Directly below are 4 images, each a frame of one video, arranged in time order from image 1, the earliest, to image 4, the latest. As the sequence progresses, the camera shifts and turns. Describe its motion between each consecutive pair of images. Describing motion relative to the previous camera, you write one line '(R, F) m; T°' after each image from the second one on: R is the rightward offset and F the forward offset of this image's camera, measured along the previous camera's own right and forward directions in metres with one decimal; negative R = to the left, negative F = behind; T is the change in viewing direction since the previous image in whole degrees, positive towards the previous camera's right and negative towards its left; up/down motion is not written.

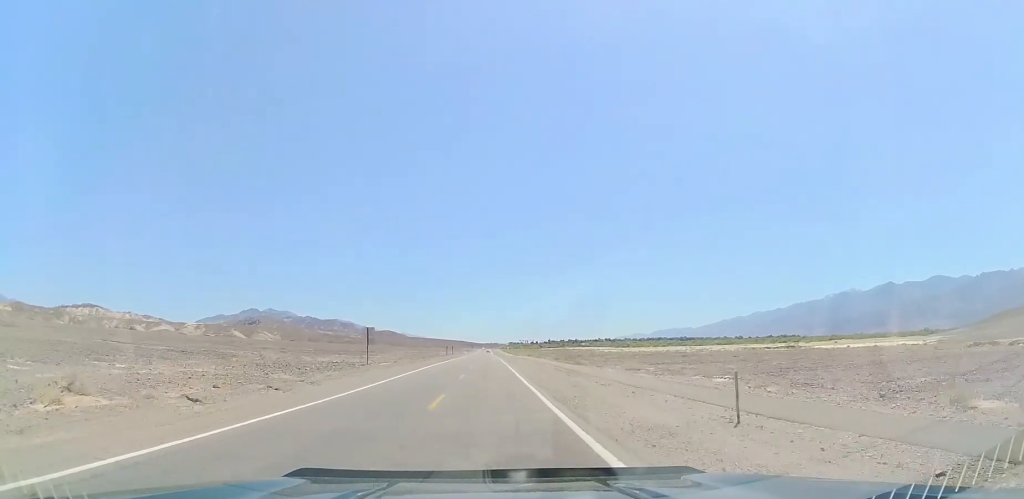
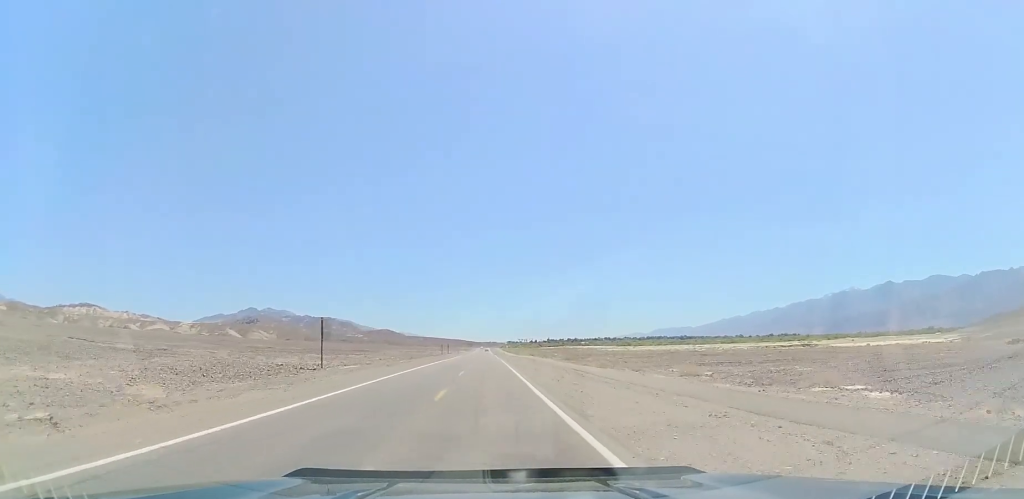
(0.0, +13.0) m; 0°
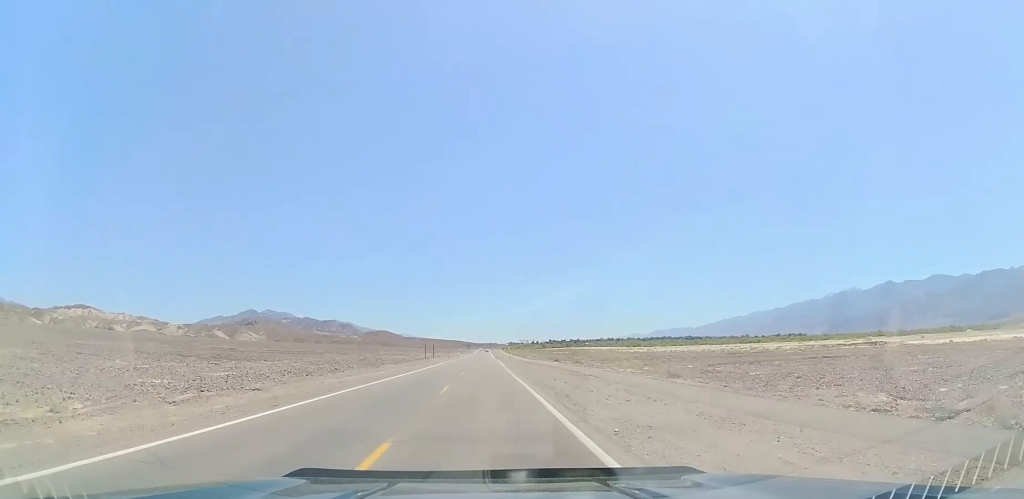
(-0.3, +41.6) m; -1°
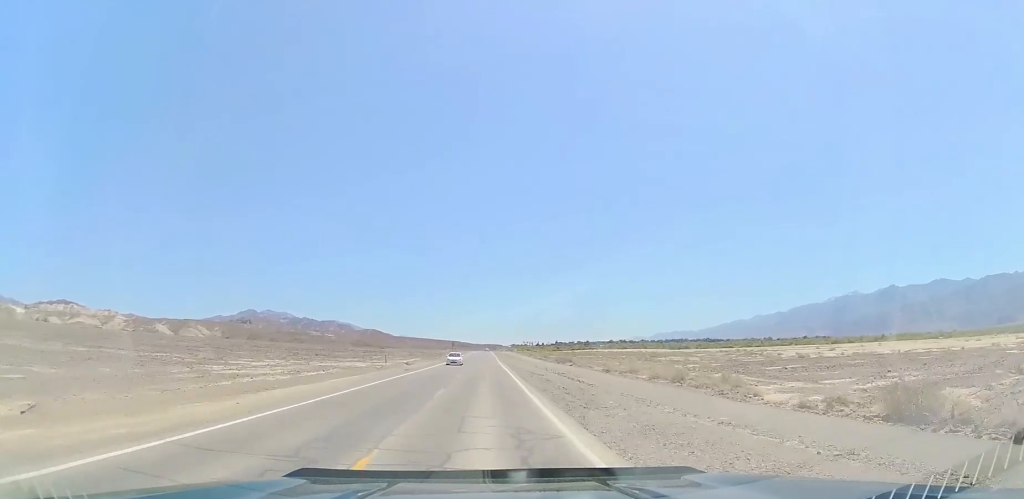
(0.0, +148.4) m; +1°
